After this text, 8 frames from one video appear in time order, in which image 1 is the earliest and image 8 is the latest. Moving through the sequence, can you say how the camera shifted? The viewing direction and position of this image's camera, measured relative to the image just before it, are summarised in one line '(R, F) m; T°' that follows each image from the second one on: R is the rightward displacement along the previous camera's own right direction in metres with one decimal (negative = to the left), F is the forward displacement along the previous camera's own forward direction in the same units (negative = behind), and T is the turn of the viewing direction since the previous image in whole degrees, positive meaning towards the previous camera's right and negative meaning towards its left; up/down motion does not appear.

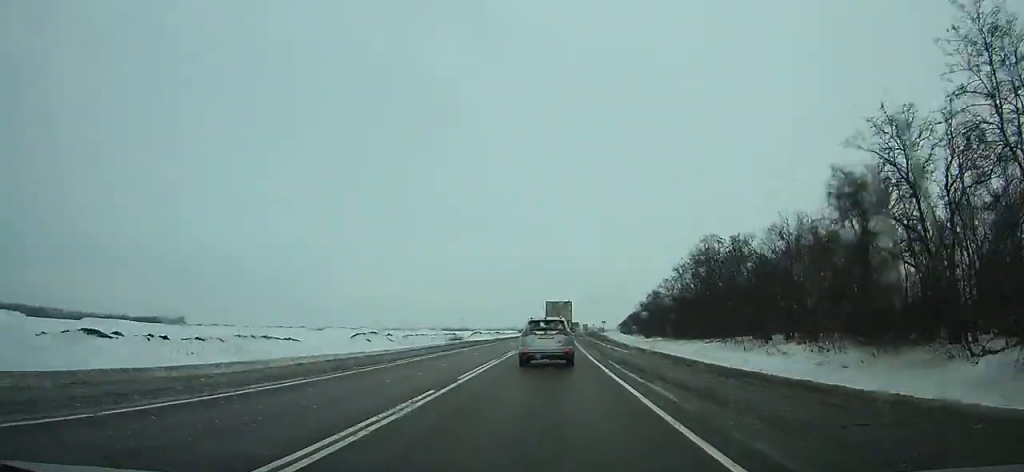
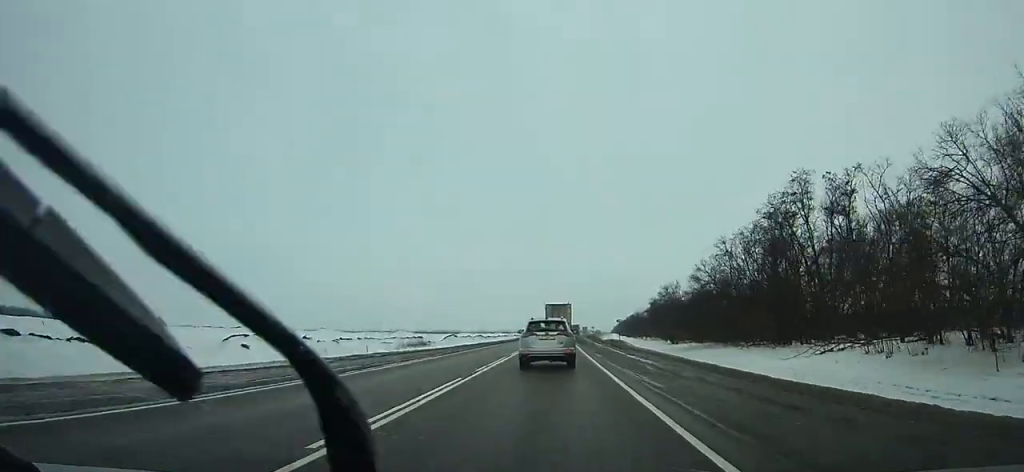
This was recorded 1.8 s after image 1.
(+0.1, +33.3) m; 0°
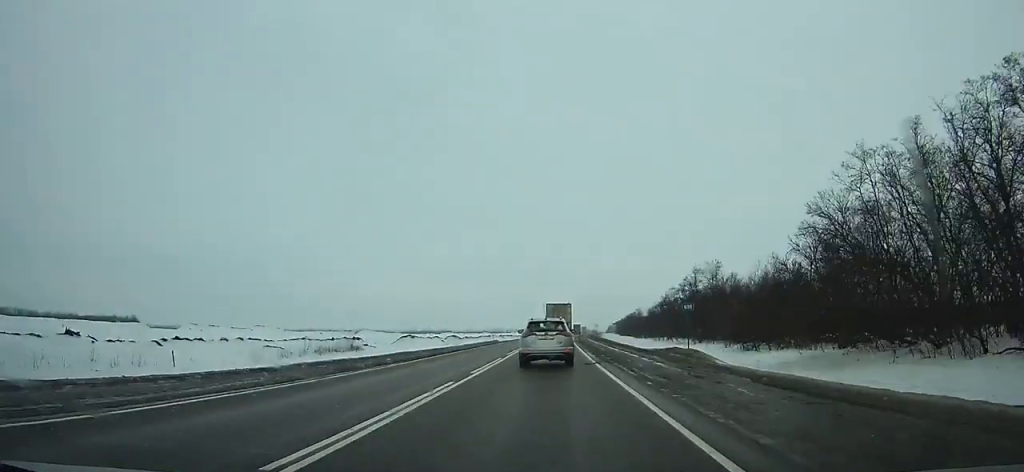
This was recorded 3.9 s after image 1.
(+0.2, +38.4) m; +1°
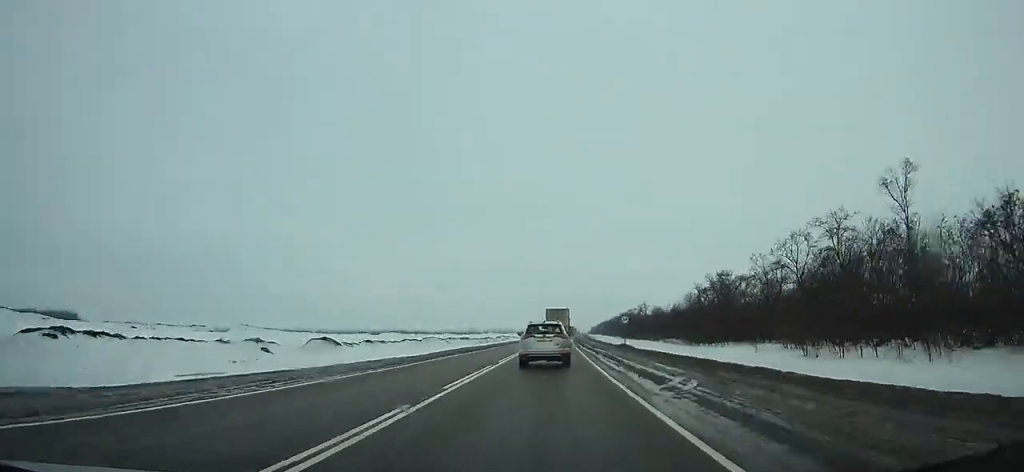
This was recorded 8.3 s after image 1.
(+1.6, +77.9) m; +3°
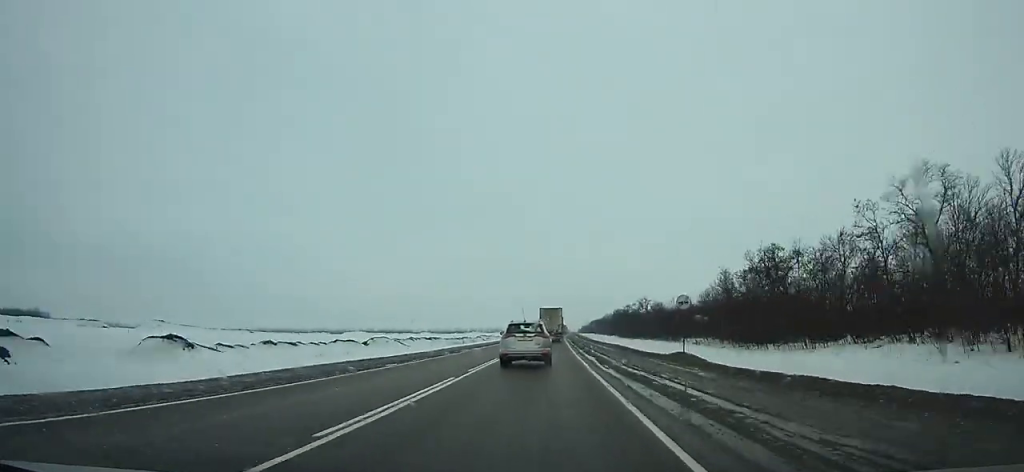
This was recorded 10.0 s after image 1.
(+0.3, +29.5) m; +1°
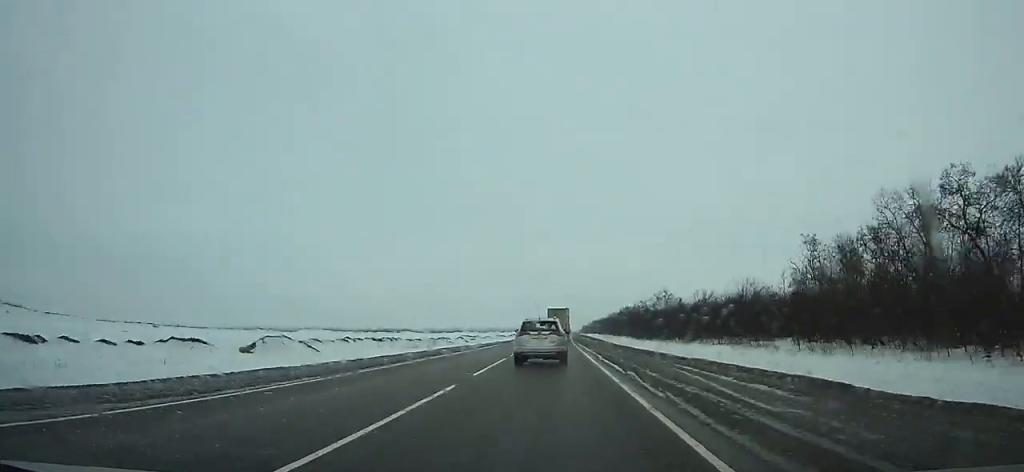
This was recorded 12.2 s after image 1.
(+0.4, +38.0) m; +1°
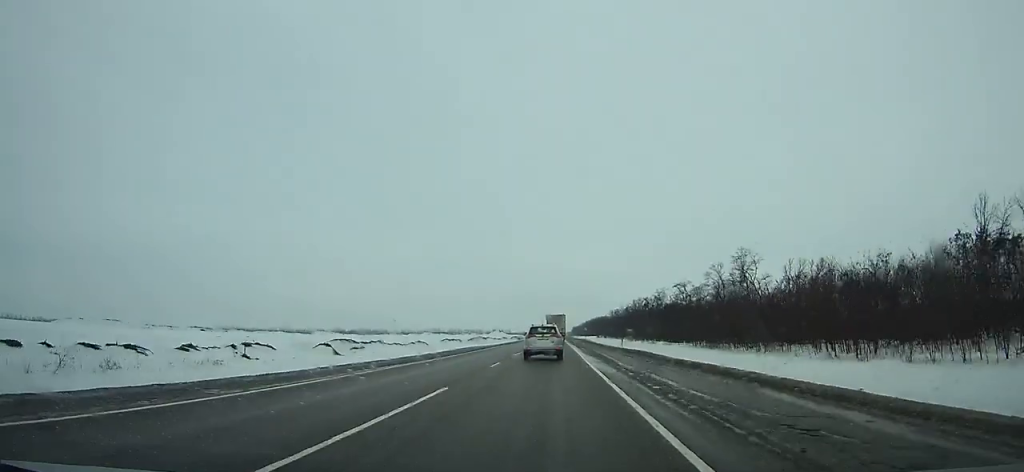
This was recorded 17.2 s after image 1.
(0.0, +87.4) m; 0°
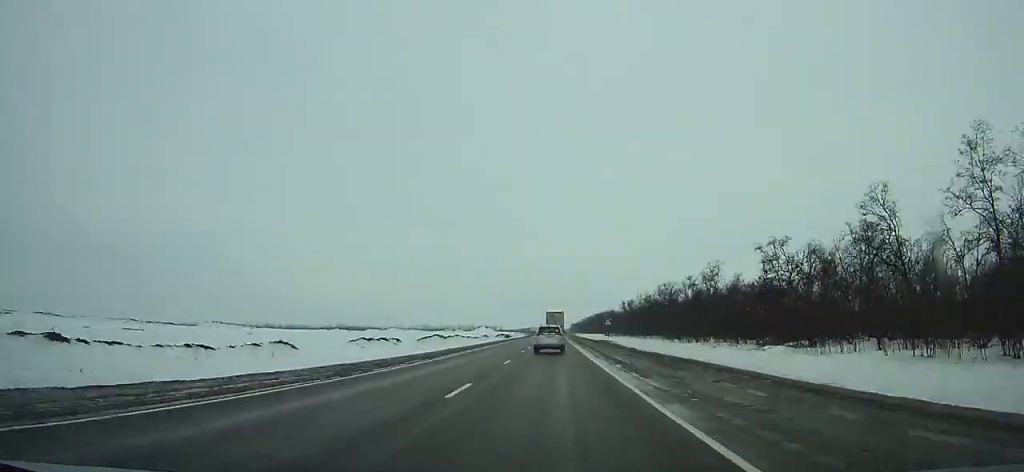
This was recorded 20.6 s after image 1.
(+0.2, +61.7) m; 0°
